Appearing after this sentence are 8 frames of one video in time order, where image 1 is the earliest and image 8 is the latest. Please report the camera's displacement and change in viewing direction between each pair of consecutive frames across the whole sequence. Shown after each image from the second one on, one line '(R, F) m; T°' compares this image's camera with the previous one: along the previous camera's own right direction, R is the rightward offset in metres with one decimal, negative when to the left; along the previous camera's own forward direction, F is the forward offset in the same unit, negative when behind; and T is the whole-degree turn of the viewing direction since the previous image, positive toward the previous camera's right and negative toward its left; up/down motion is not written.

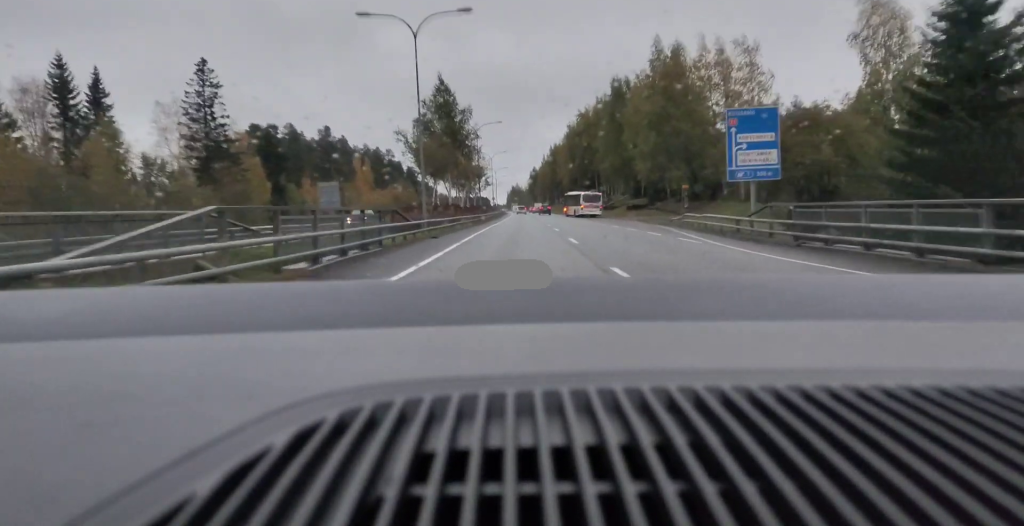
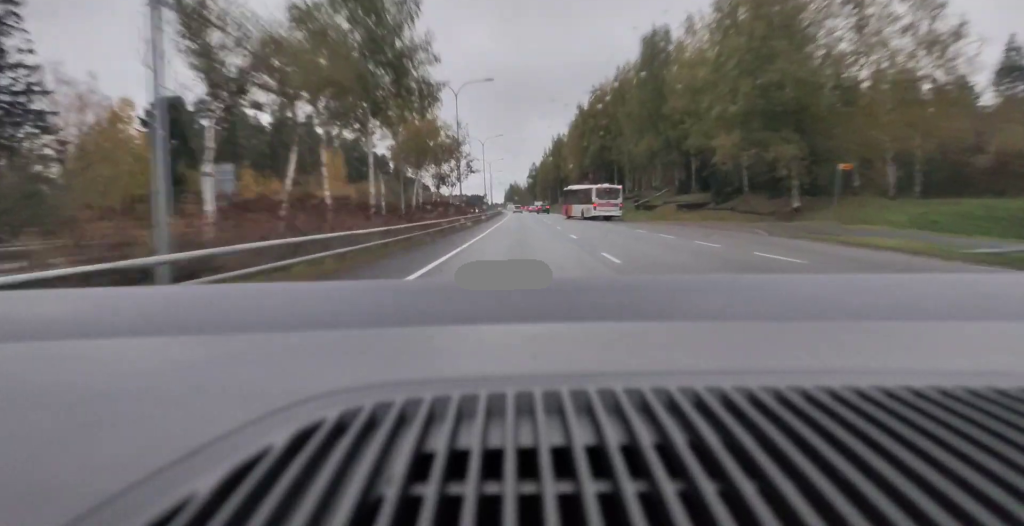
(+0.4, +31.3) m; +2°
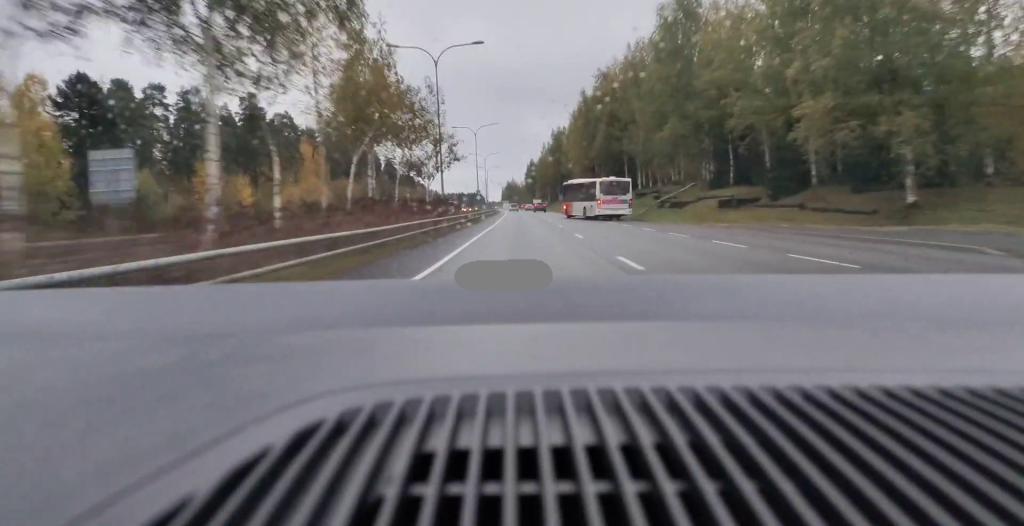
(+0.1, +14.3) m; -1°
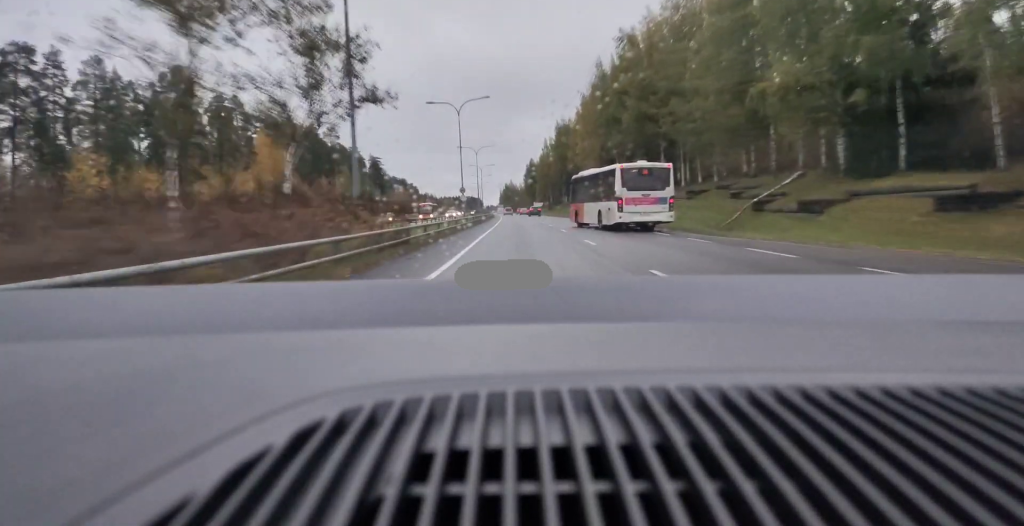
(-0.4, +27.5) m; -1°
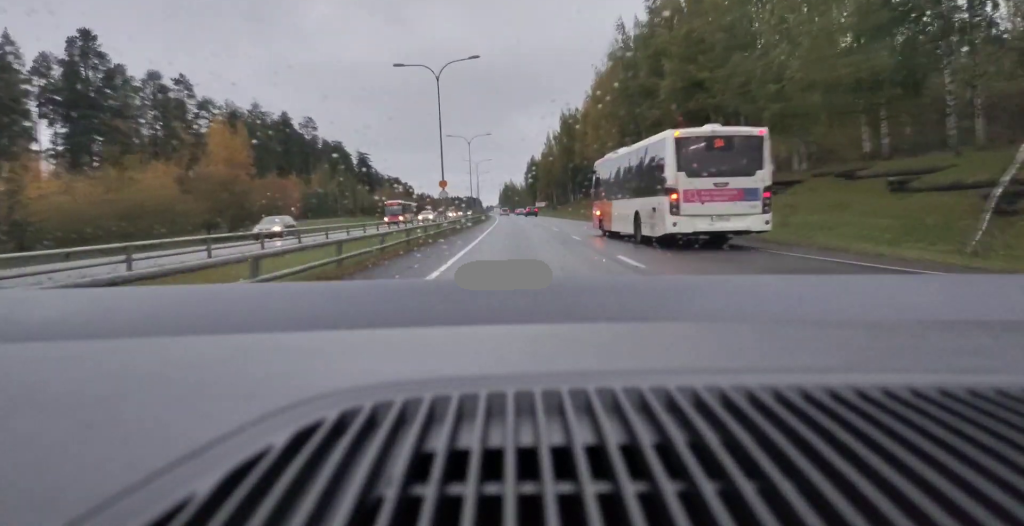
(+0.1, +19.3) m; 0°
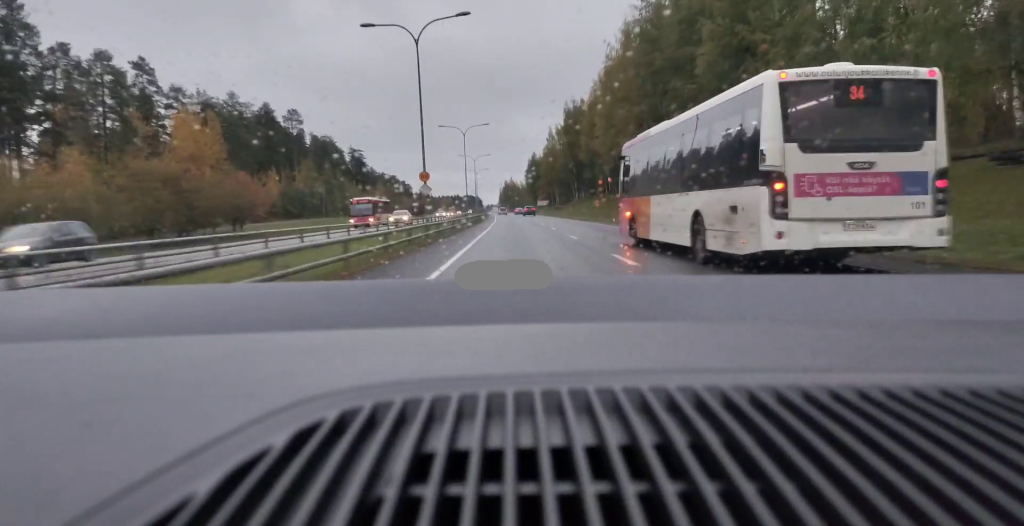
(+0.2, +12.1) m; 0°
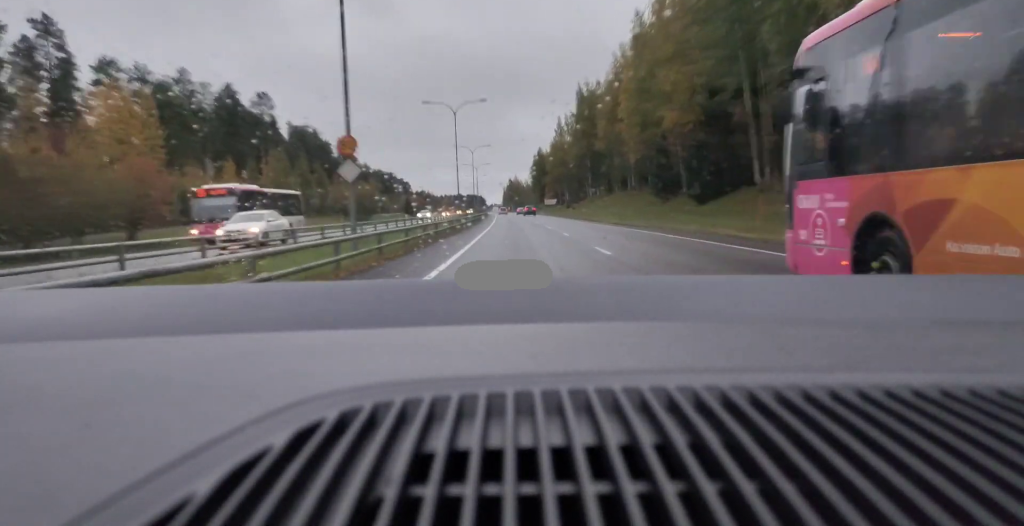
(-0.2, +20.5) m; 0°
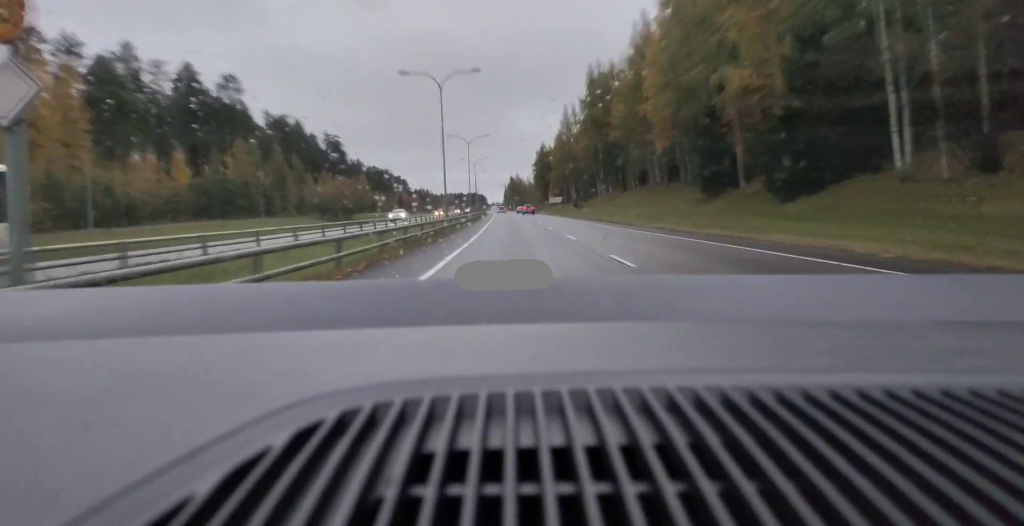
(+0.1, +15.4) m; 0°
